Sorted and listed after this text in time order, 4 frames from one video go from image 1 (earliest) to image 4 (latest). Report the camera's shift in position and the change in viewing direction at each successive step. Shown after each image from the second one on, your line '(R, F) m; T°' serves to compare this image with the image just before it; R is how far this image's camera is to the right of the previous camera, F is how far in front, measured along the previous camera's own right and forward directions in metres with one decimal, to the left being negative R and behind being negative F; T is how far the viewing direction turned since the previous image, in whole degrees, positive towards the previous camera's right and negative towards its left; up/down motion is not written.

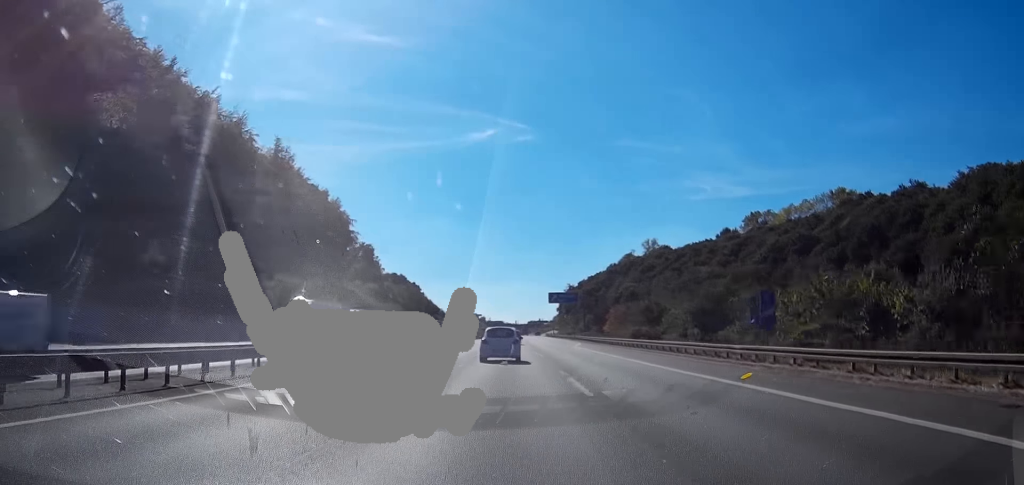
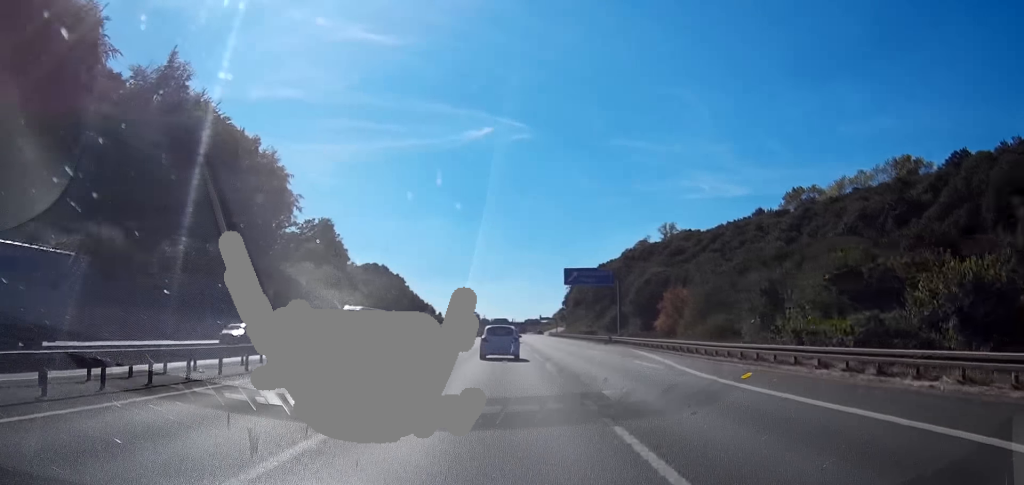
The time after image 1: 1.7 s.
(+0.2, +43.8) m; +1°
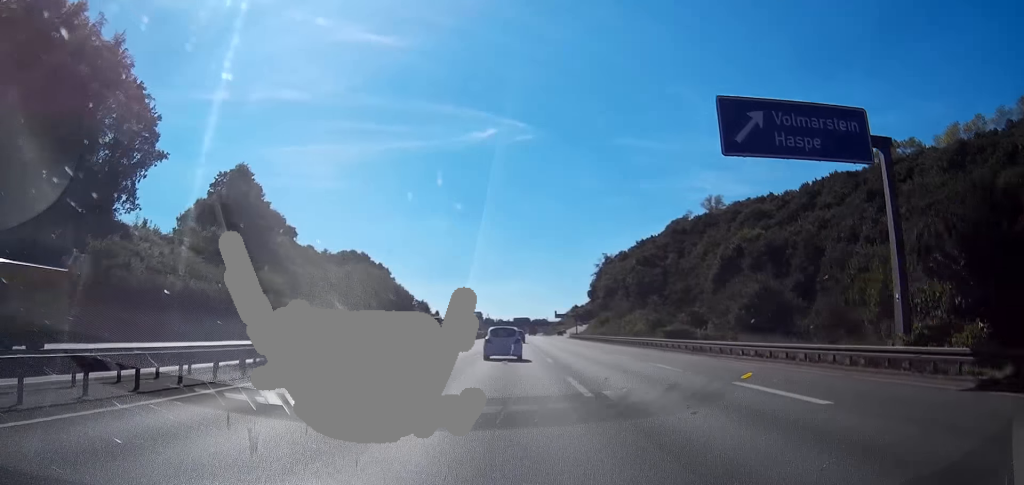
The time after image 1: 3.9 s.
(+0.1, +57.2) m; +1°
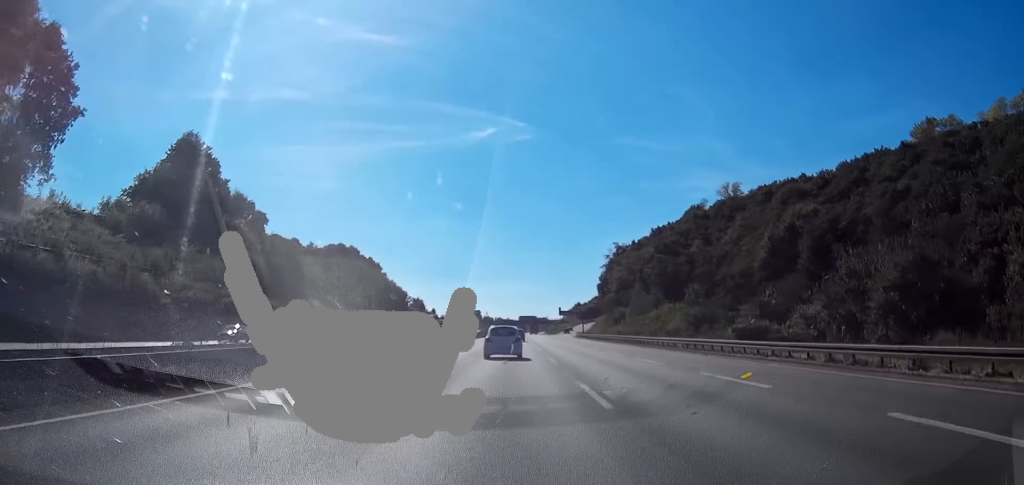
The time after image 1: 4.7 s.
(+0.1, +18.6) m; 0°
